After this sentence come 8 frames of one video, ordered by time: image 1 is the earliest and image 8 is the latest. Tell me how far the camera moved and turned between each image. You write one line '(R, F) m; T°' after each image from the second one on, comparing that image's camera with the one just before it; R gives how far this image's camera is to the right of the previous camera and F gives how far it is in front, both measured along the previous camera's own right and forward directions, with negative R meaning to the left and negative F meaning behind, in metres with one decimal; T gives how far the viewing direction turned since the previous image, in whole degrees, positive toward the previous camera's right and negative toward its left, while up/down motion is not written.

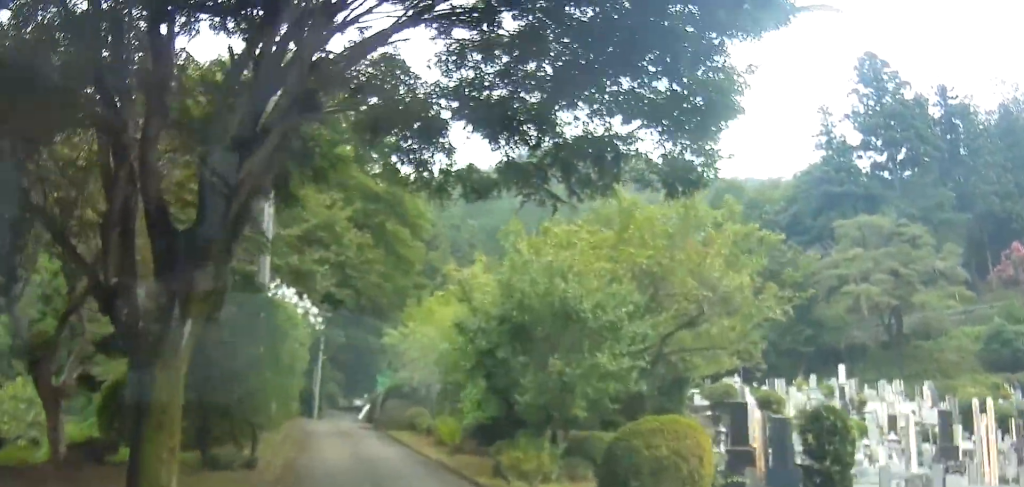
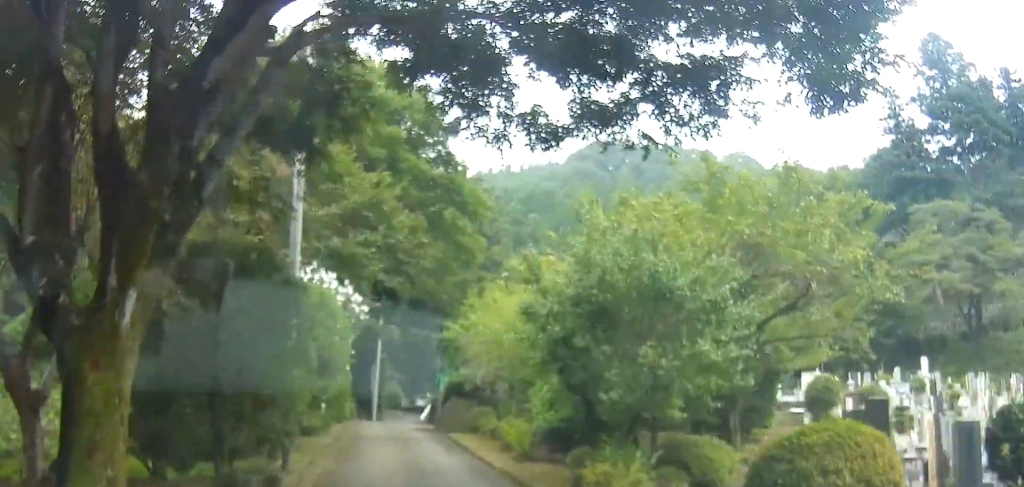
(+0.2, +2.9) m; -4°
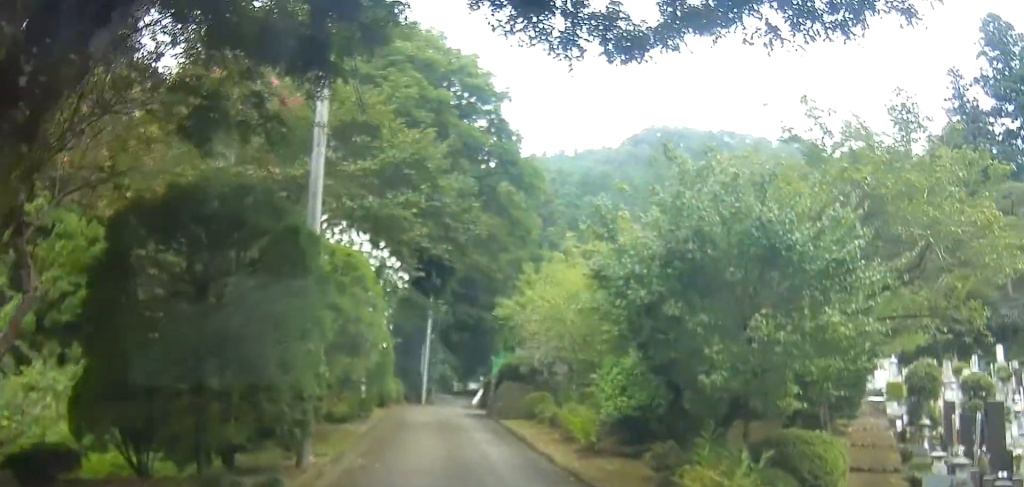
(-0.7, +3.0) m; -5°
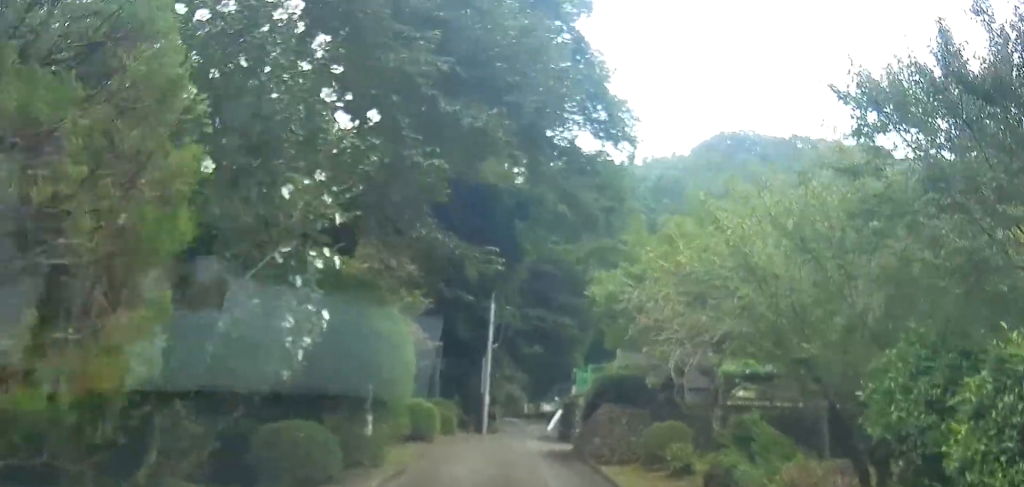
(-0.9, +12.7) m; -5°
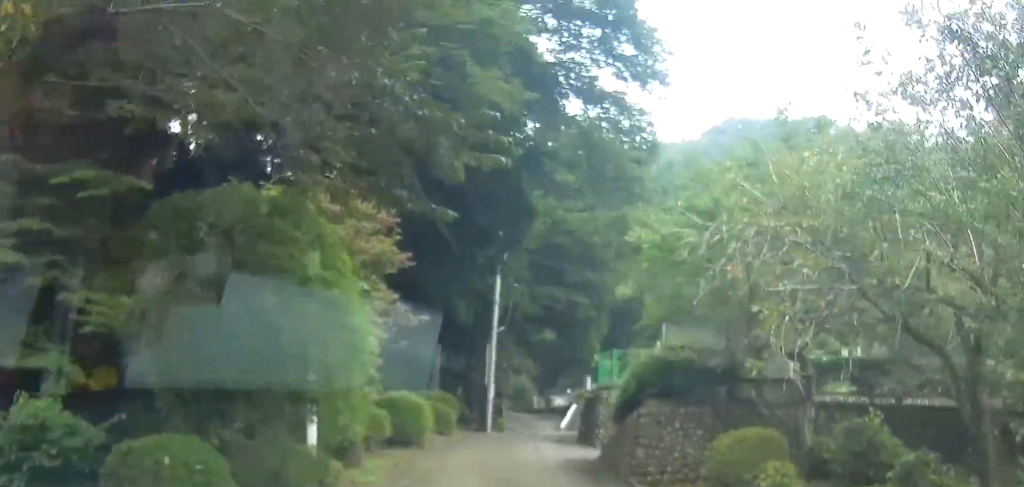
(-0.2, +6.1) m; -3°
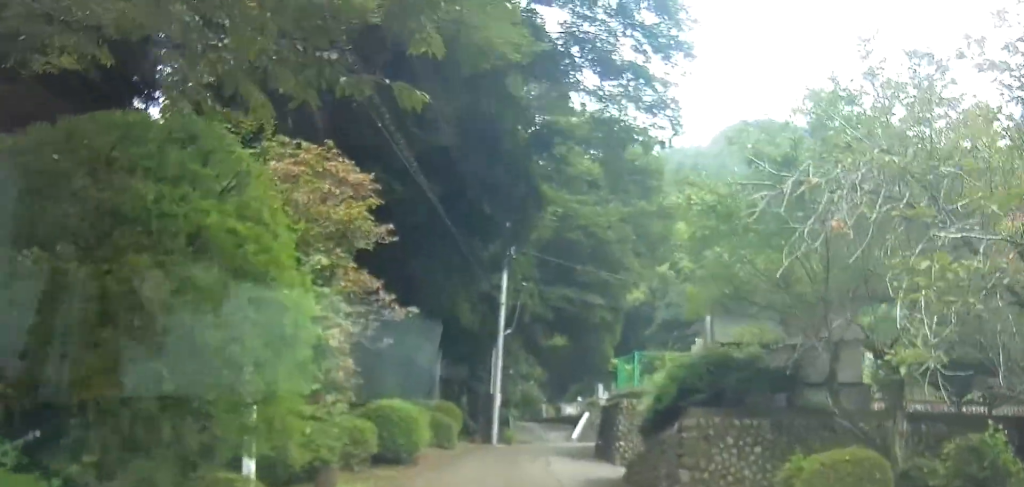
(+0.1, +3.3) m; -3°
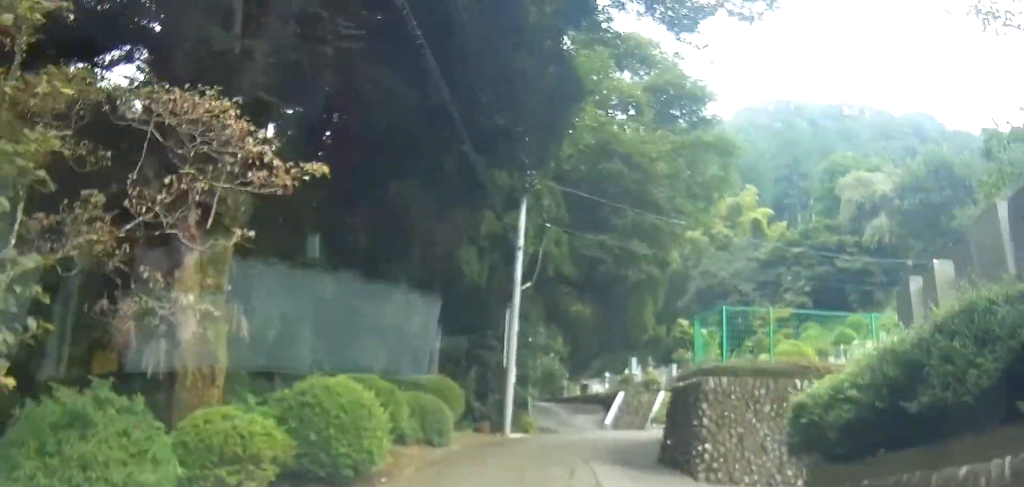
(-0.6, +8.1) m; -4°
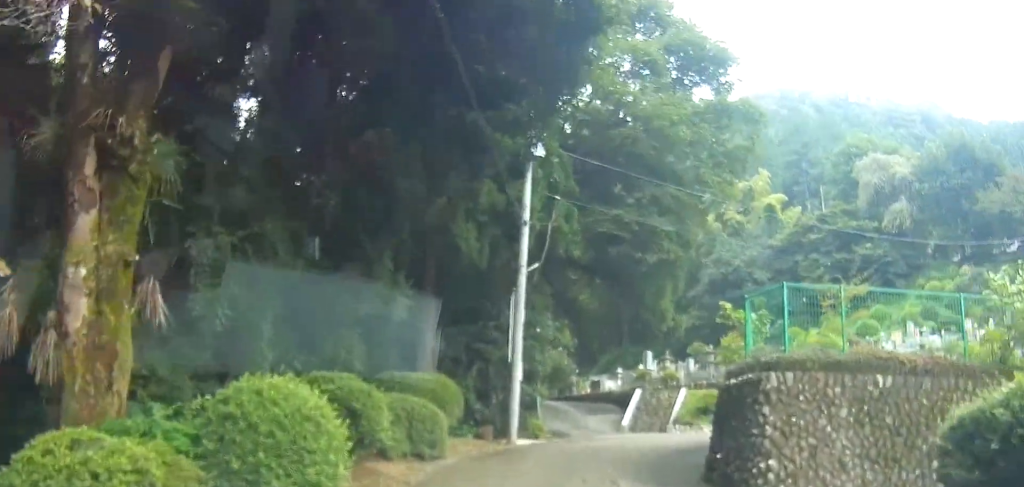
(+0.1, +3.0) m; +1°
